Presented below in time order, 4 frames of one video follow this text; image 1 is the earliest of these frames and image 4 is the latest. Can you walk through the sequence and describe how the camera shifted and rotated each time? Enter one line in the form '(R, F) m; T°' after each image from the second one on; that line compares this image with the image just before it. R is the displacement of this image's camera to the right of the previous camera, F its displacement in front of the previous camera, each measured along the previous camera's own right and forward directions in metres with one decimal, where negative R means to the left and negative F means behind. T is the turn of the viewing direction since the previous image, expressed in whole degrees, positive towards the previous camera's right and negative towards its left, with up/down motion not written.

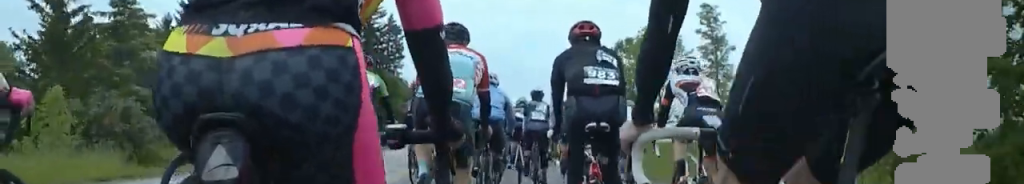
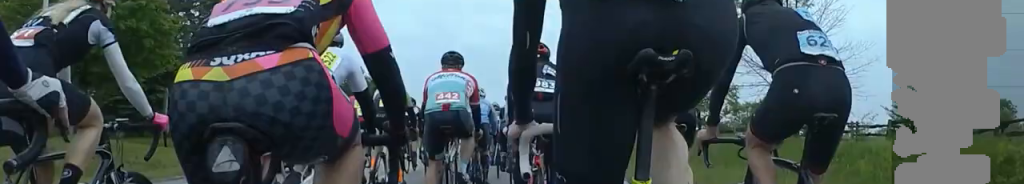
(-2.9, +35.1) m; -4°
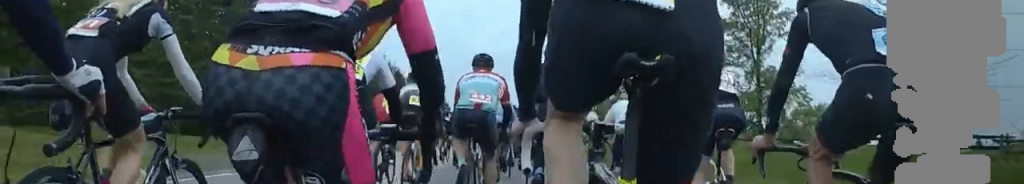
(0.0, +8.8) m; +1°
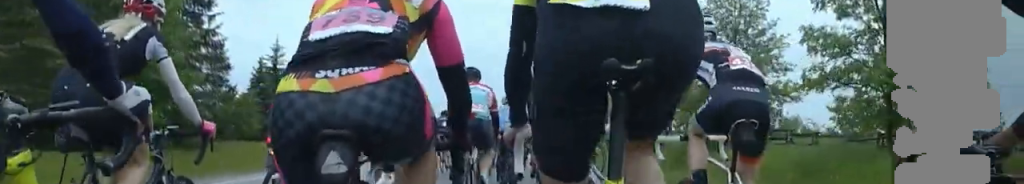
(+0.1, +15.6) m; -1°
